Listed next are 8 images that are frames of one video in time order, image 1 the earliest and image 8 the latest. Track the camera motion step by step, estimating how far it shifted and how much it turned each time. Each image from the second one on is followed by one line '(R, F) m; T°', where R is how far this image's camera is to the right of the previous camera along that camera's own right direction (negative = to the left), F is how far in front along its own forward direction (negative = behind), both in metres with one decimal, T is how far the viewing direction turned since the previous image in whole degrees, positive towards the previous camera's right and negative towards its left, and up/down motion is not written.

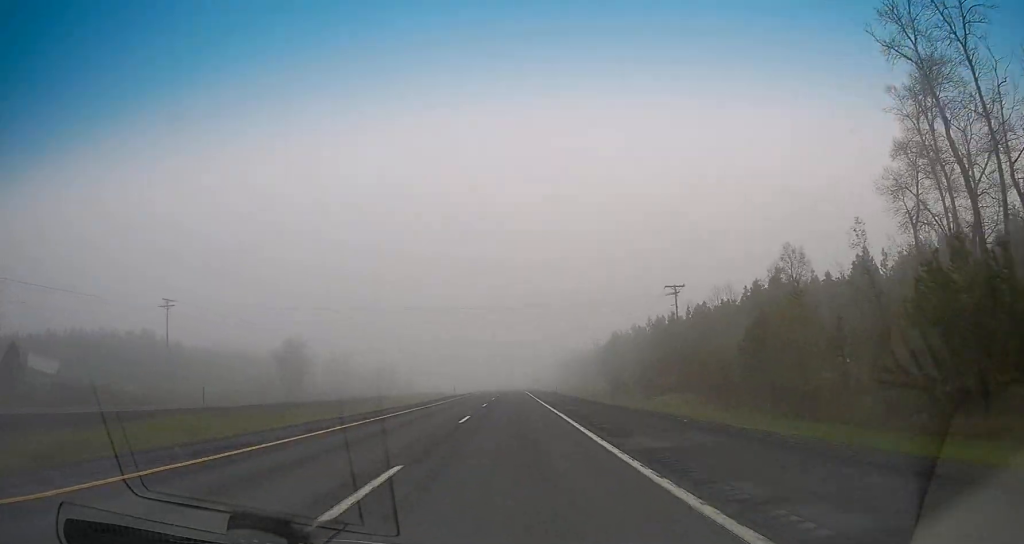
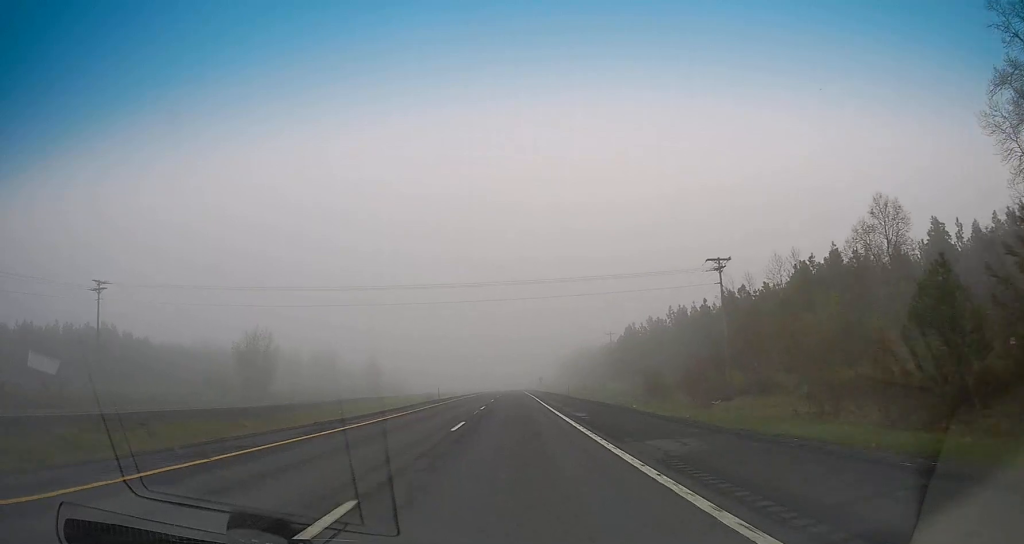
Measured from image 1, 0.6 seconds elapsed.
(+0.1, +18.5) m; 0°
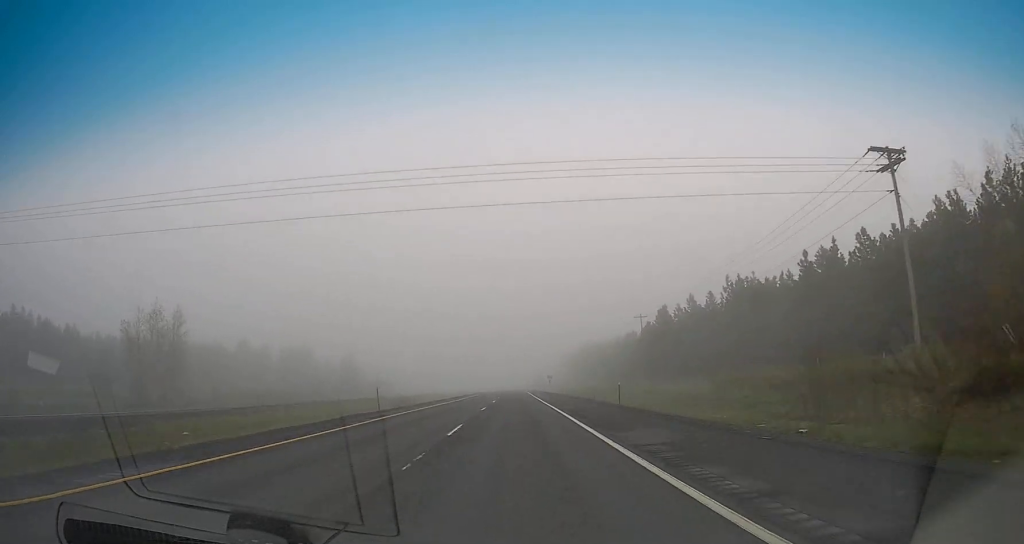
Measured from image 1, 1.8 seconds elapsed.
(-0.1, +33.3) m; 0°
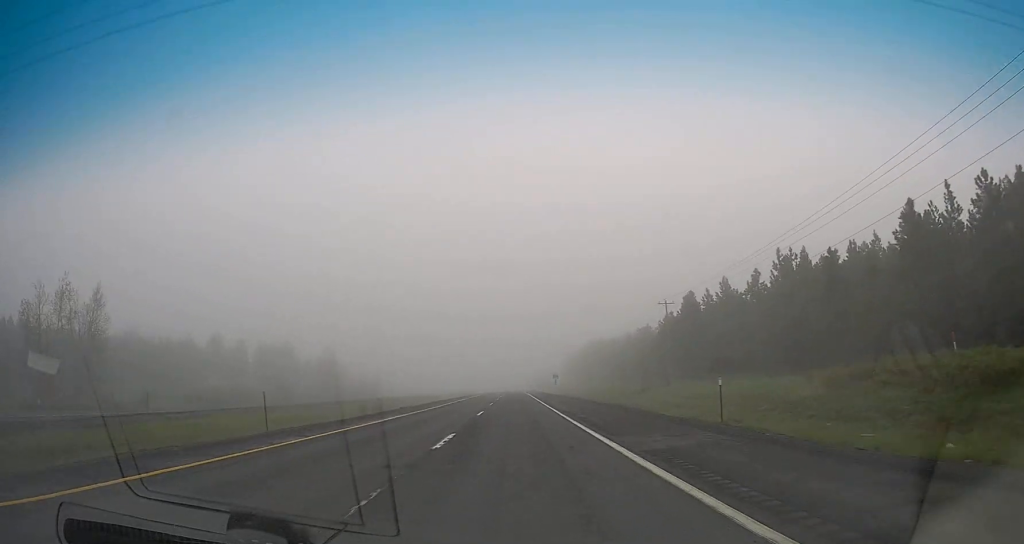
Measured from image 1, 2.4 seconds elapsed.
(-0.1, +18.6) m; 0°
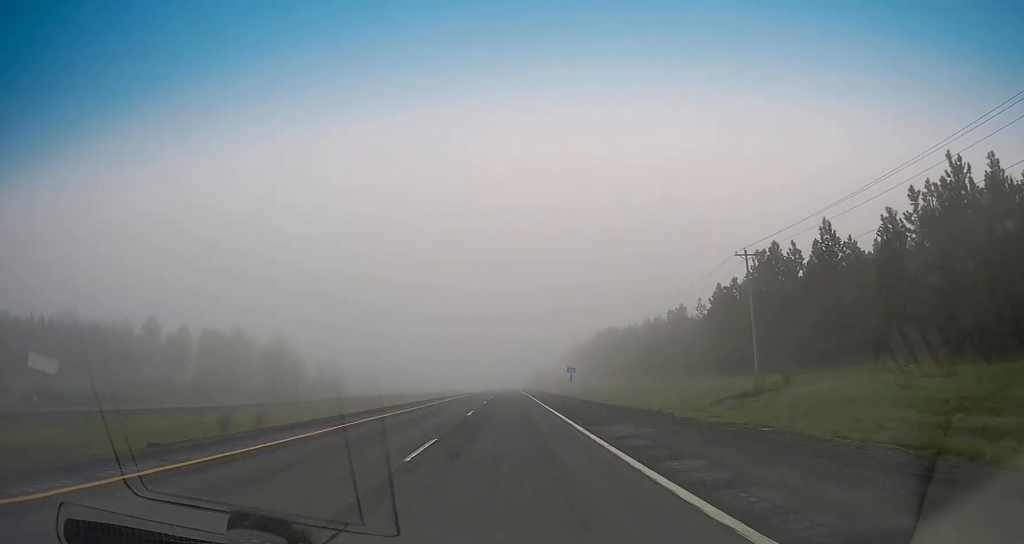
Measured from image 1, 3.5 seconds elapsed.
(+0.3, +33.3) m; +1°
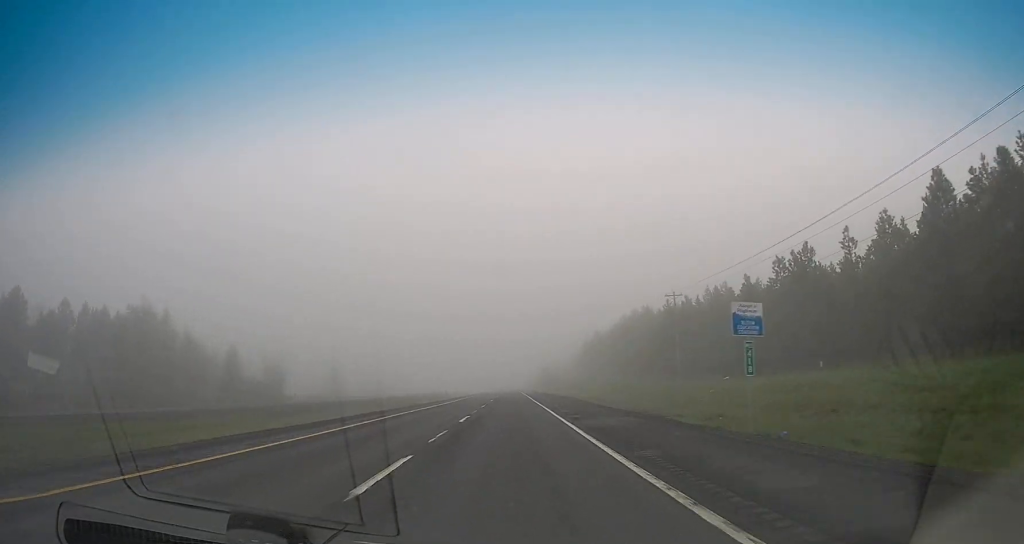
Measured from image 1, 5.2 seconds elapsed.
(+0.7, +50.0) m; 0°
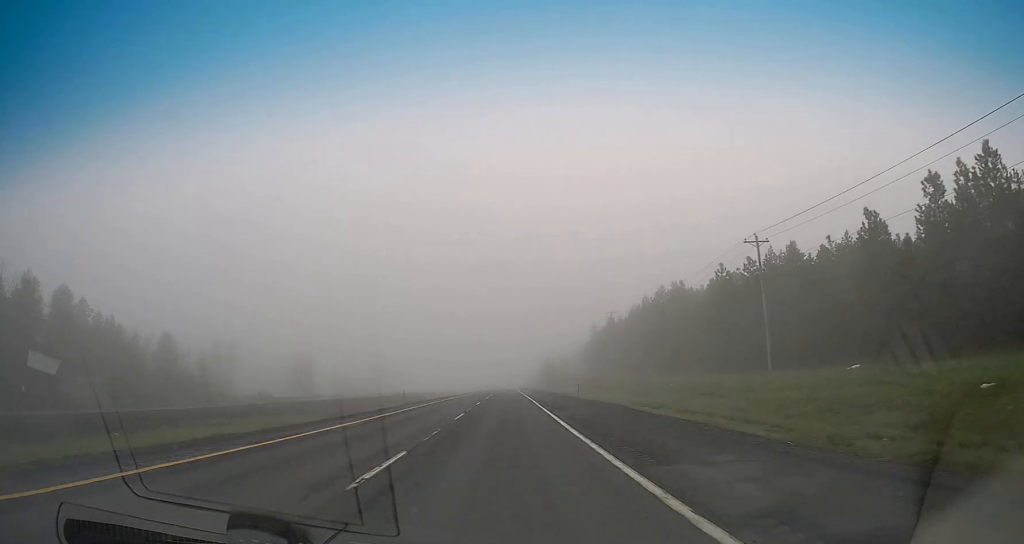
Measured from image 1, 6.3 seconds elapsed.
(-0.6, +30.3) m; -1°
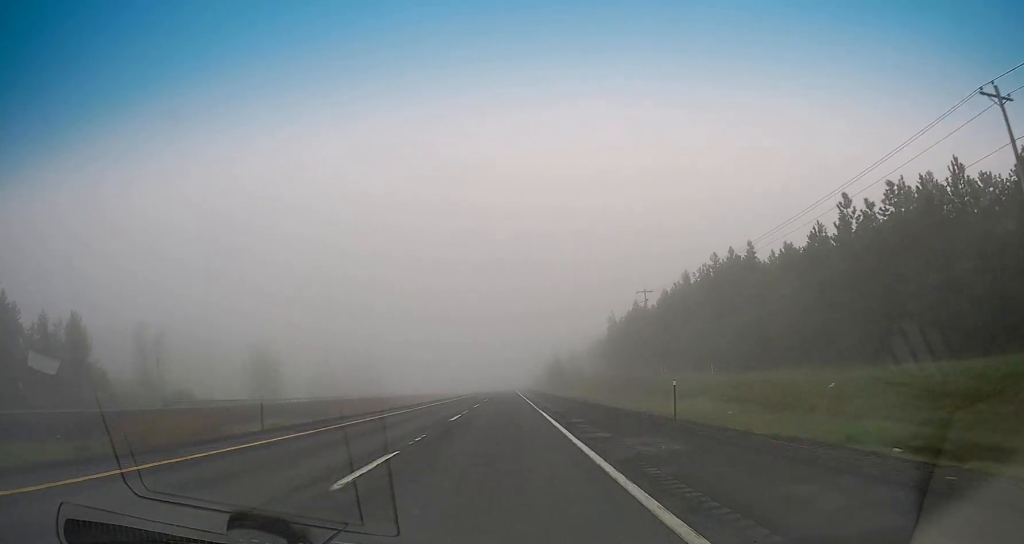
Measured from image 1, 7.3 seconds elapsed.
(+0.3, +31.2) m; 0°
